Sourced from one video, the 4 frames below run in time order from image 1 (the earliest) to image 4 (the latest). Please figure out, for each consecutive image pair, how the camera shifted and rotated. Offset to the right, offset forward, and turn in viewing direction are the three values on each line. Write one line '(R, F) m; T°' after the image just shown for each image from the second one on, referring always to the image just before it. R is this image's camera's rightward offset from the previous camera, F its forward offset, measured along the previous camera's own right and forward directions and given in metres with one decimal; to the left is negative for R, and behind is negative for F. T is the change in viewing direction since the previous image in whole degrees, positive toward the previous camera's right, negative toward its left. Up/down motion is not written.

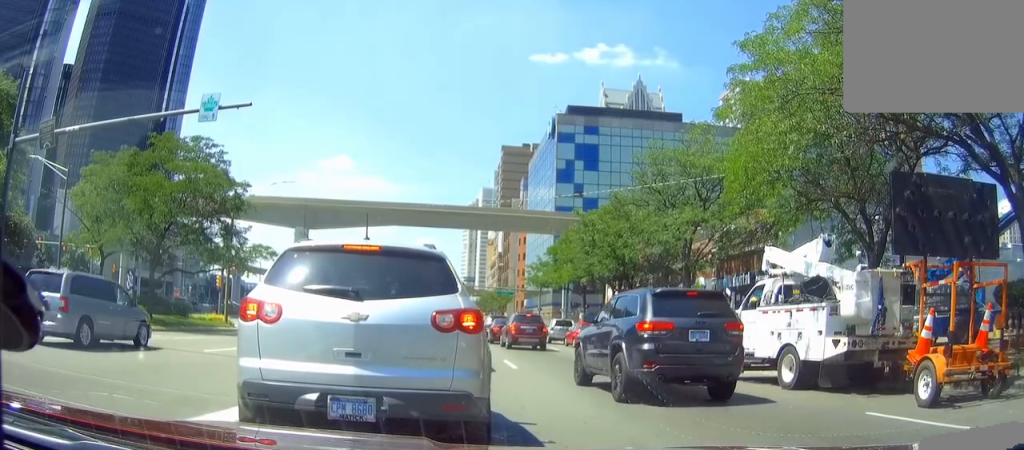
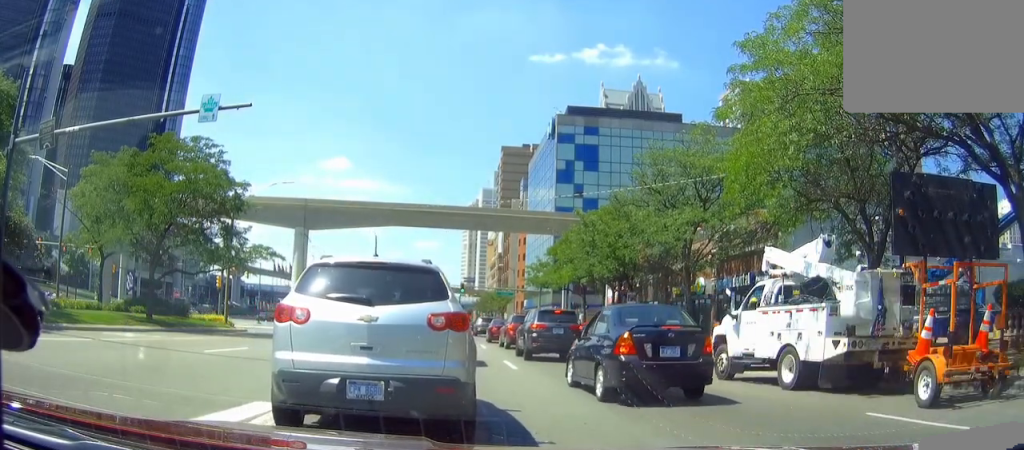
(-0.1, 0.0) m; 0°
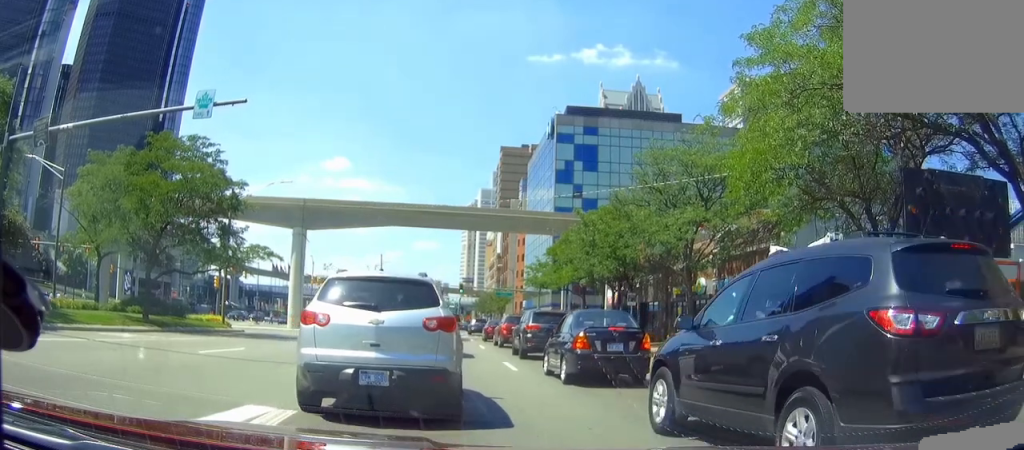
(0.0, +0.2) m; 0°
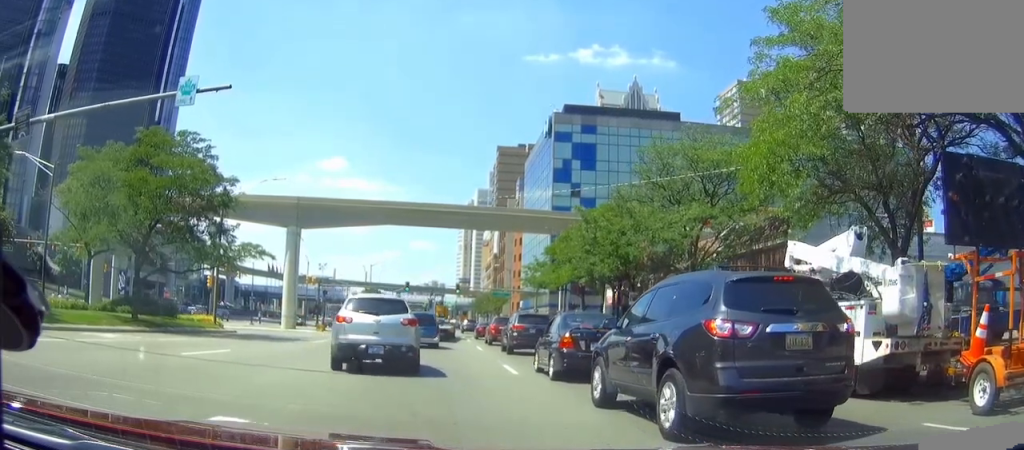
(-0.1, +3.2) m; -5°
